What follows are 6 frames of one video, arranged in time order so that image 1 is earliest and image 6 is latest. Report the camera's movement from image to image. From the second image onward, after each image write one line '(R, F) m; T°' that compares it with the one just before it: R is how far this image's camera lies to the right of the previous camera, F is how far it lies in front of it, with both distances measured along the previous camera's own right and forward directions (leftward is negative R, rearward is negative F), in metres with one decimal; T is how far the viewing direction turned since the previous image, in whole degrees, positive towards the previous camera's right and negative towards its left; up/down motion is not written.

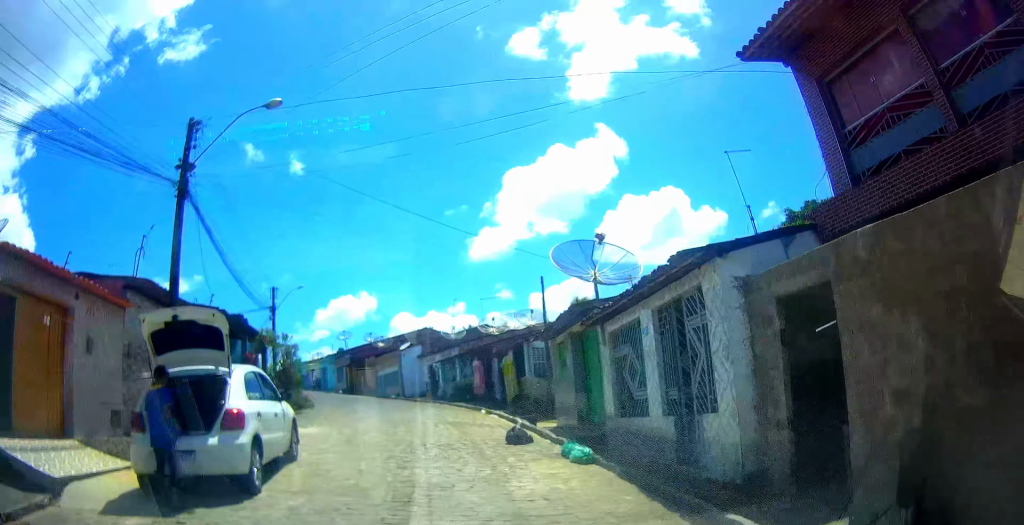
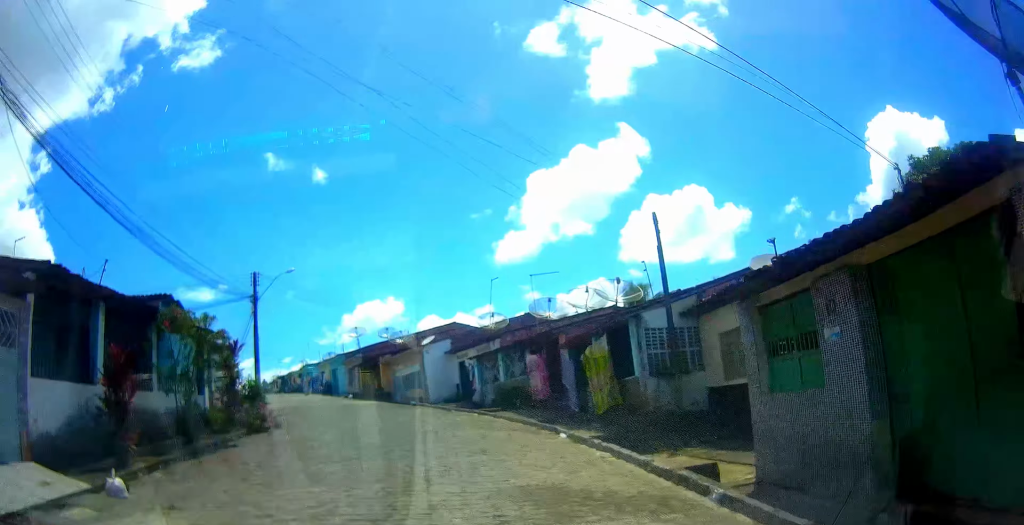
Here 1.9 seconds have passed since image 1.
(+0.4, +8.2) m; +3°
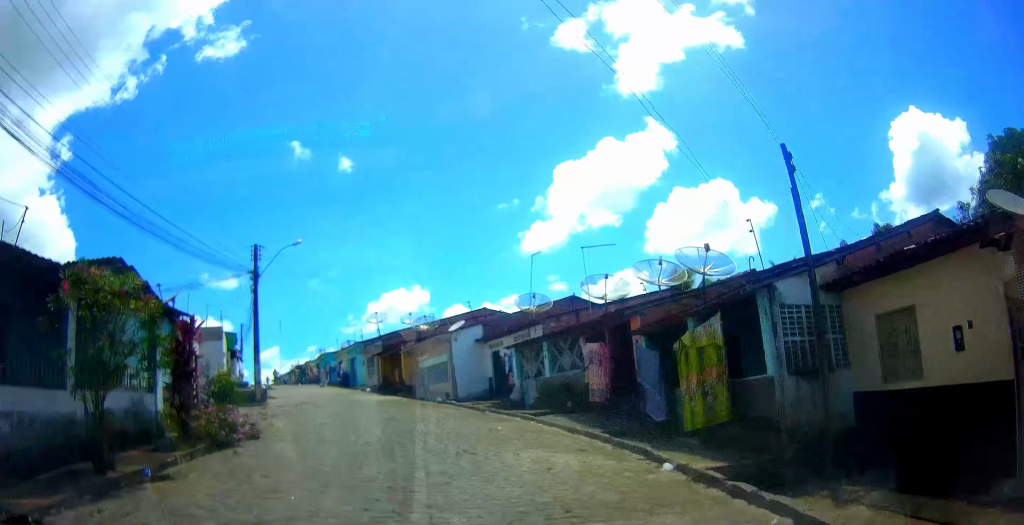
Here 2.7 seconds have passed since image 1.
(0.0, +3.7) m; 0°
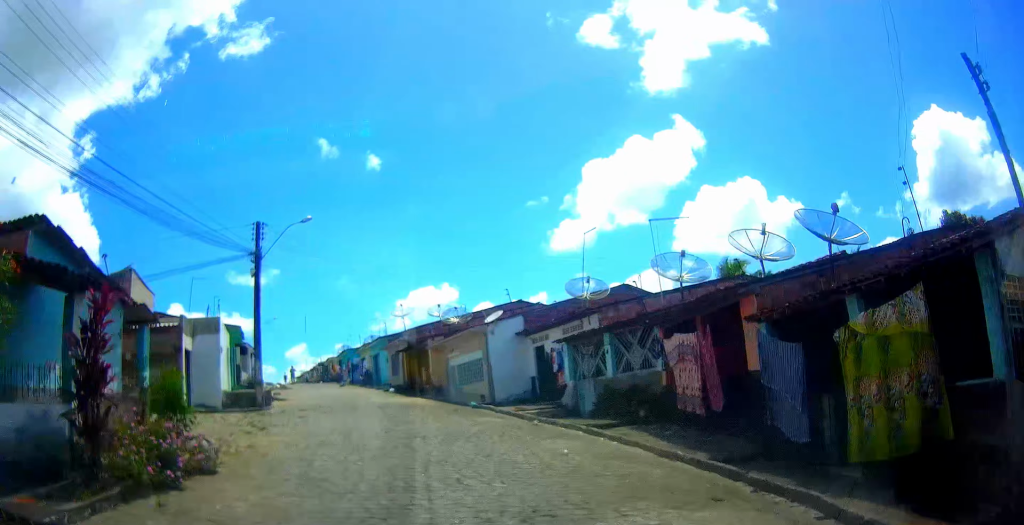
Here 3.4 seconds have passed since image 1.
(0.0, +3.5) m; -1°
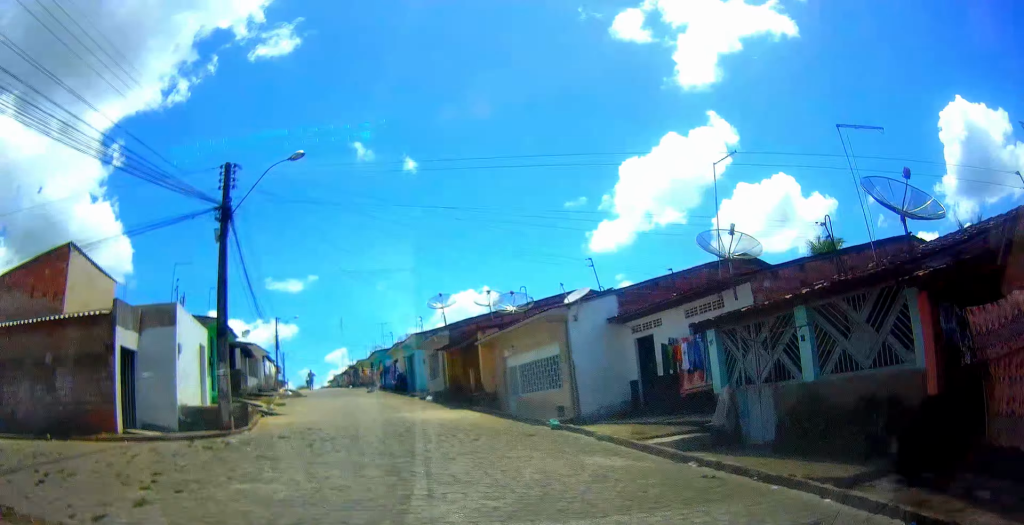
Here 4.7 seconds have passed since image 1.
(-0.2, +7.2) m; -3°
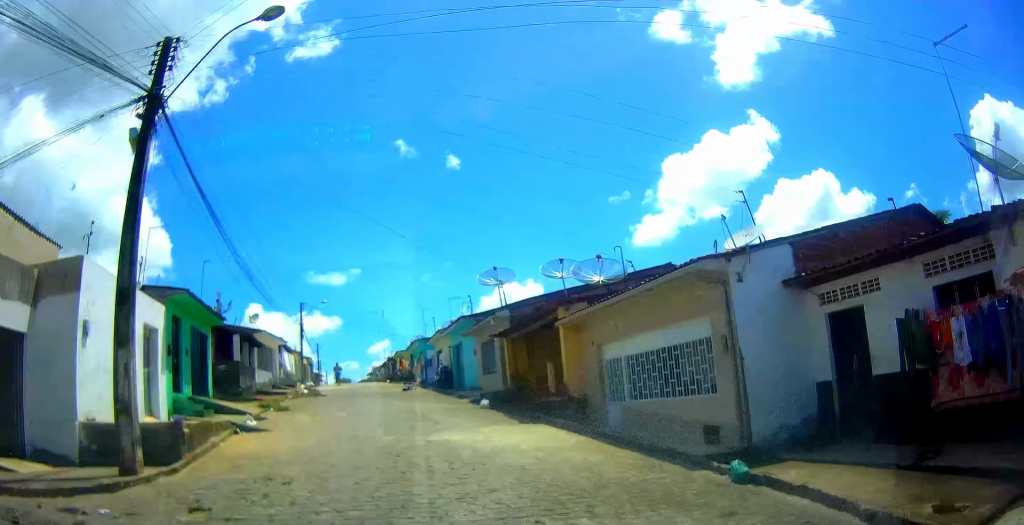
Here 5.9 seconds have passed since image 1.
(-0.3, +6.6) m; -7°
